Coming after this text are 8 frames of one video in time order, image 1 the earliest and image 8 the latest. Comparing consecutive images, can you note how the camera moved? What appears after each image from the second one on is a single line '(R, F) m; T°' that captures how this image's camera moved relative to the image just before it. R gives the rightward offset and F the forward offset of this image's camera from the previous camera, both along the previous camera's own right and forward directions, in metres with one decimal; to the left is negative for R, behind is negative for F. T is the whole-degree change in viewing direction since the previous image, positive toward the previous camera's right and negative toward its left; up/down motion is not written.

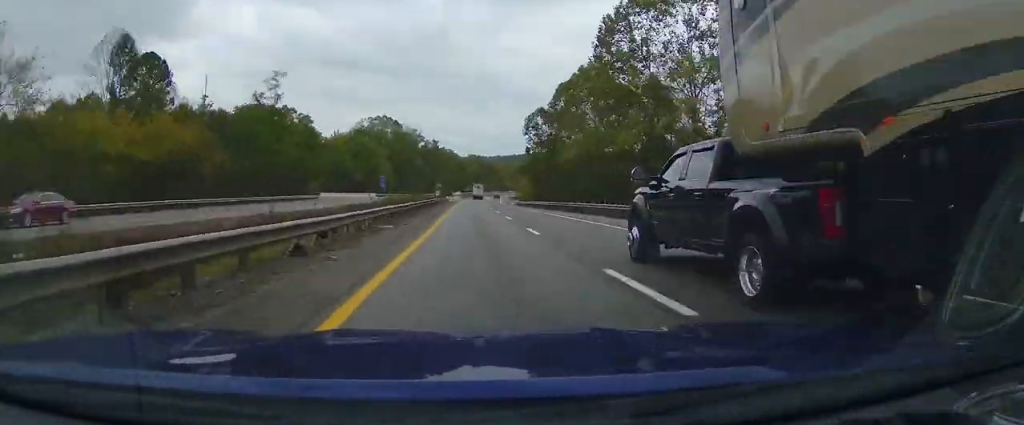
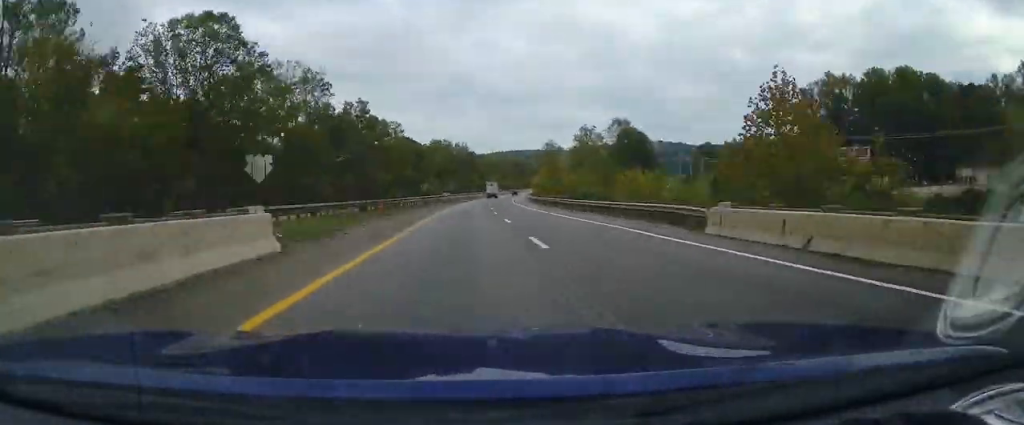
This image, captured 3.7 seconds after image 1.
(+1.7, +126.7) m; +4°
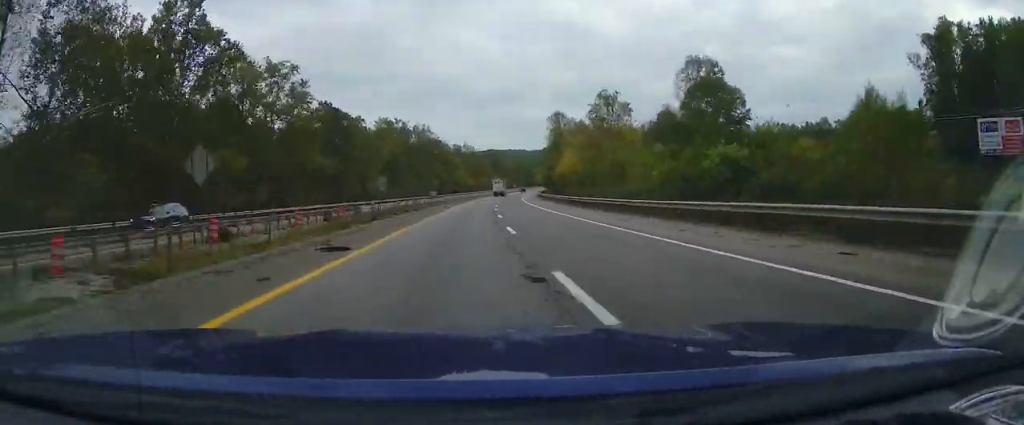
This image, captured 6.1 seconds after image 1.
(+1.2, +81.2) m; +4°
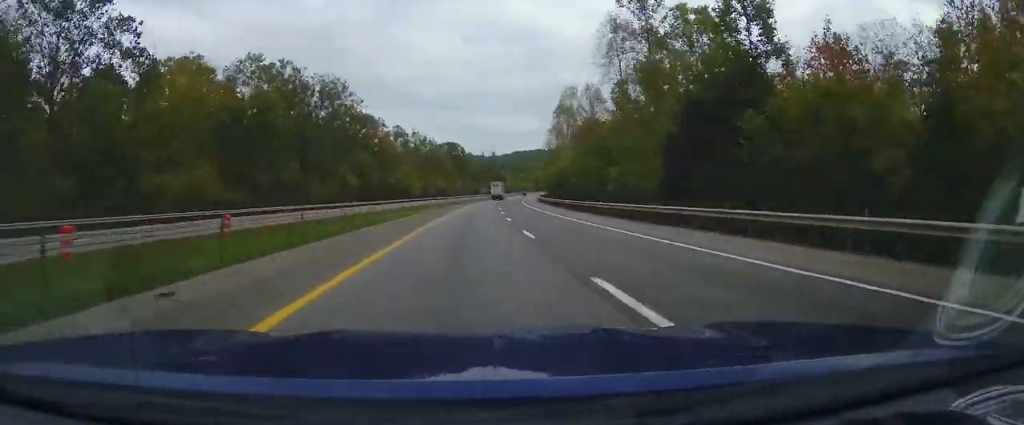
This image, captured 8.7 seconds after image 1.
(+4.6, +85.8) m; +5°
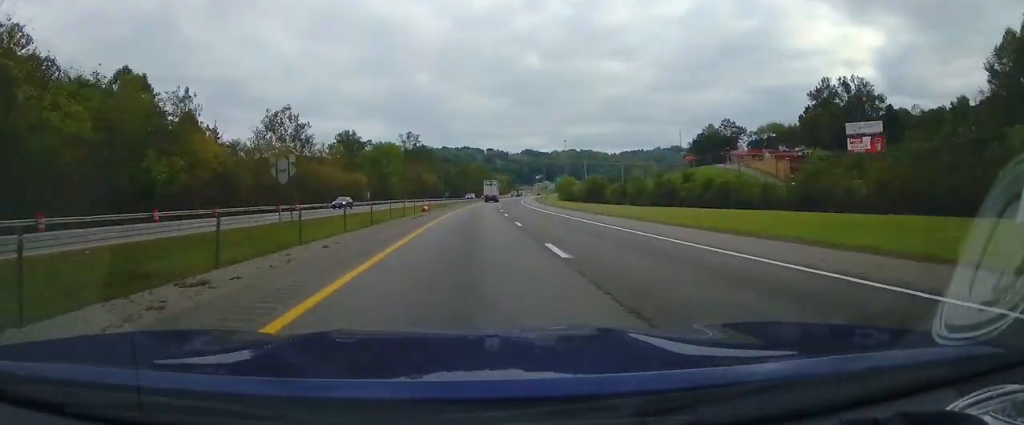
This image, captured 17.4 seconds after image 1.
(+38.2, +290.1) m; +15°
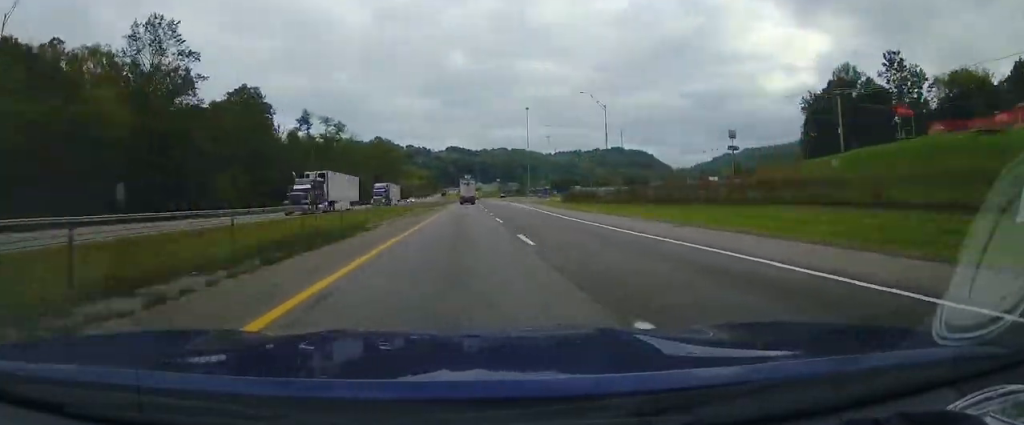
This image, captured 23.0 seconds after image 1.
(+11.1, +187.9) m; +5°
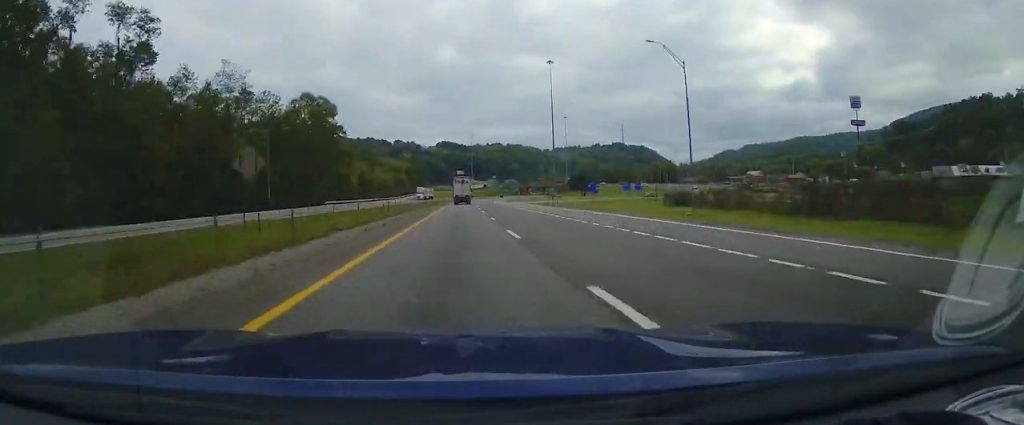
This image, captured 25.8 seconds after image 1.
(+0.4, +93.9) m; +1°
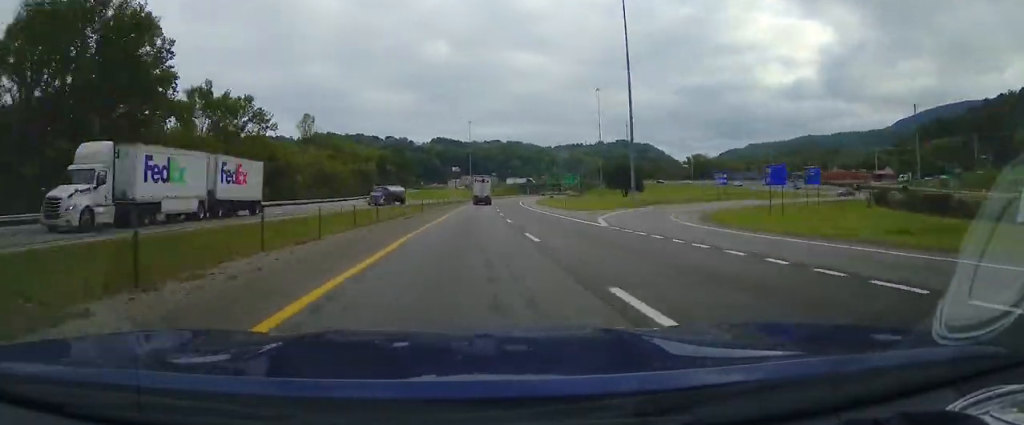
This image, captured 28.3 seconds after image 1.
(+1.5, +84.7) m; +4°
